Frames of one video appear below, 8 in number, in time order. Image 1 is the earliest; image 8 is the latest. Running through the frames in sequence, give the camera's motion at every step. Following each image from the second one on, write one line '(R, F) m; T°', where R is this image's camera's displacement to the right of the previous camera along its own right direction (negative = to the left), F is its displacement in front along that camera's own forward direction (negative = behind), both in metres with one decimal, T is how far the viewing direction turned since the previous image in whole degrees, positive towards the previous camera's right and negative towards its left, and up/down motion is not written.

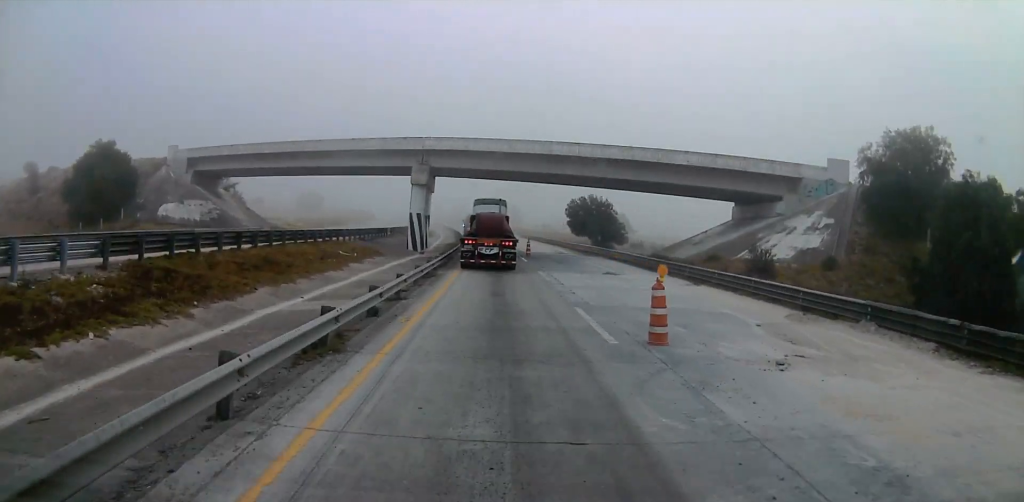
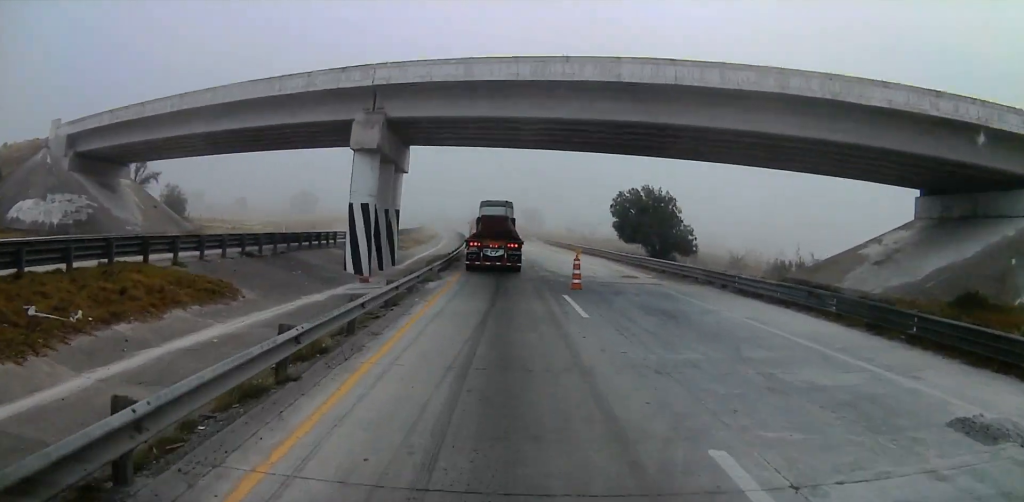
(-1.0, +29.4) m; -4°
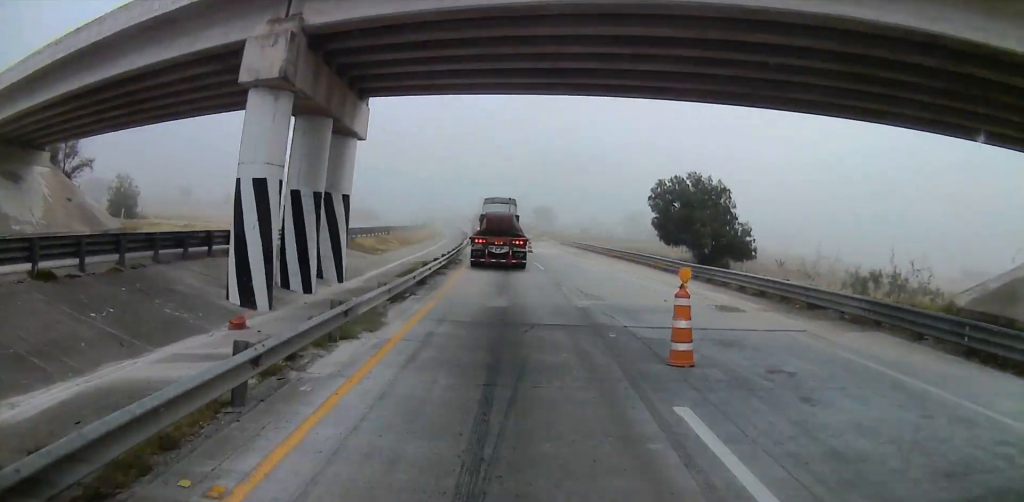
(-0.1, +14.2) m; 0°
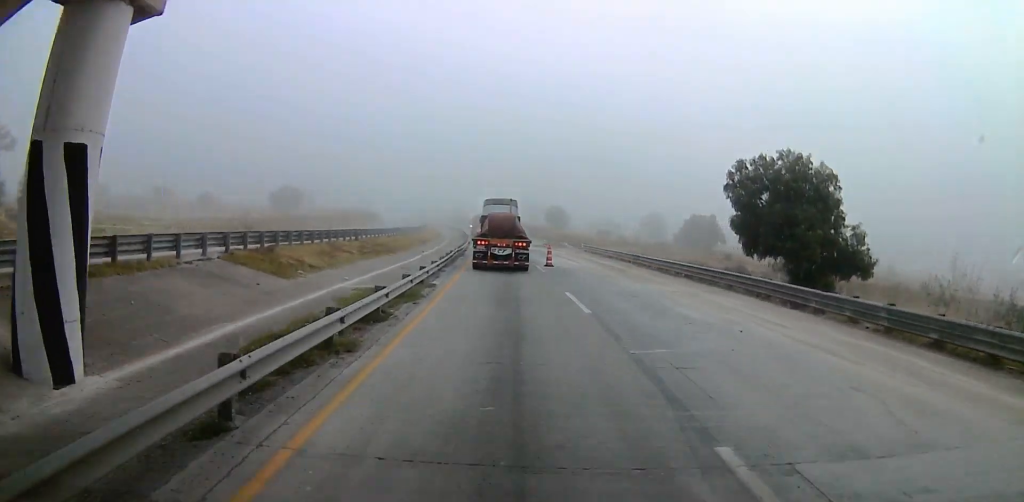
(0.0, +15.8) m; 0°
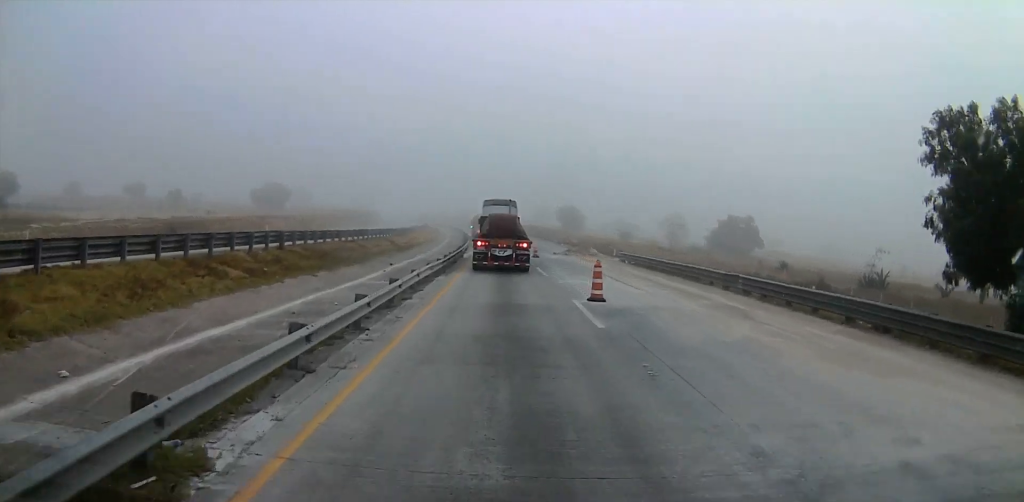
(0.0, +16.5) m; 0°
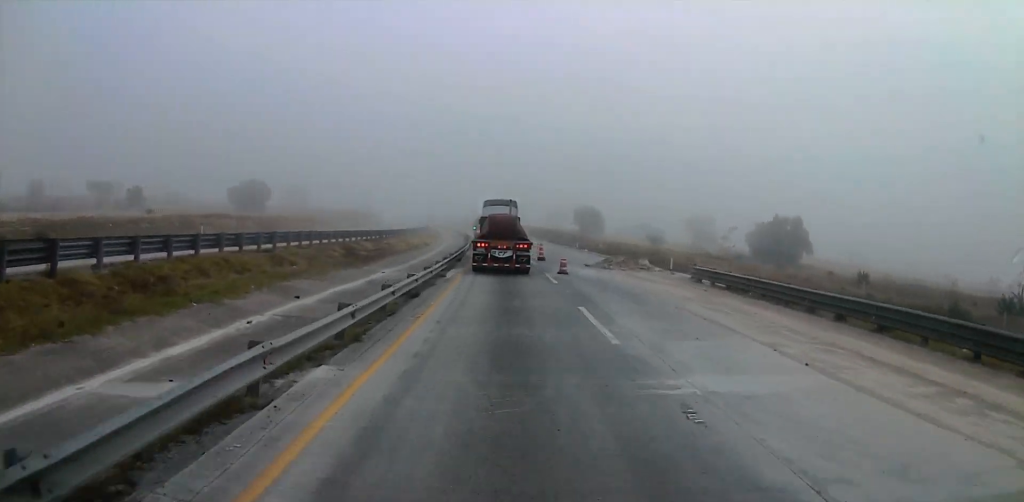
(0.0, +15.6) m; 0°
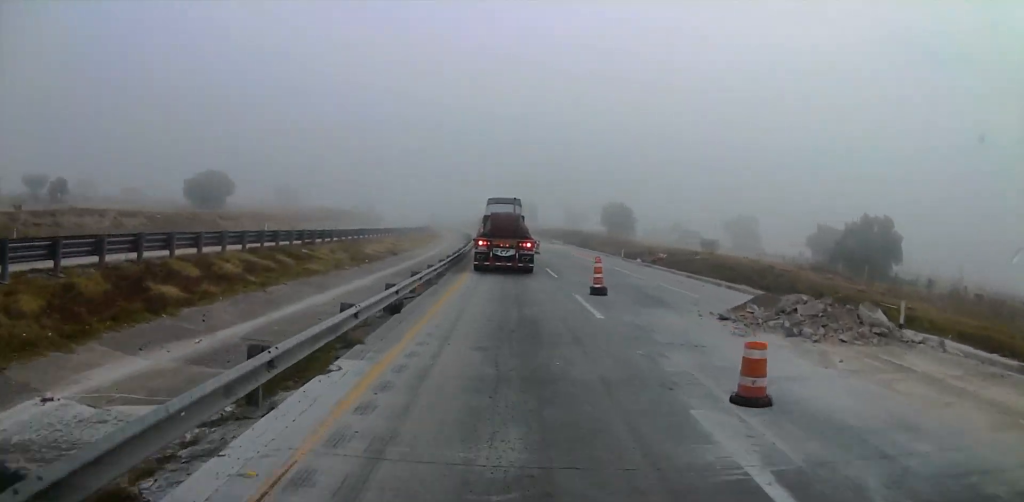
(-0.3, +20.2) m; -3°
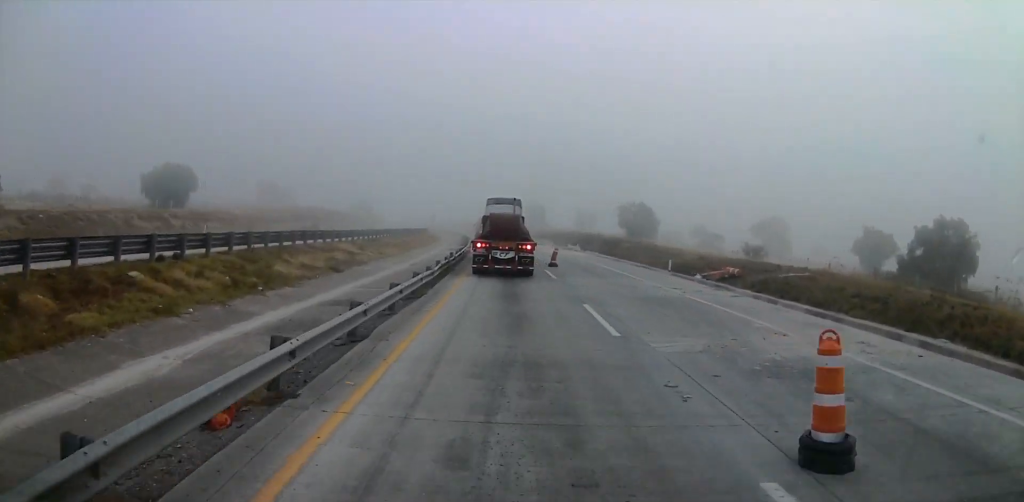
(-0.3, +12.2) m; -2°
